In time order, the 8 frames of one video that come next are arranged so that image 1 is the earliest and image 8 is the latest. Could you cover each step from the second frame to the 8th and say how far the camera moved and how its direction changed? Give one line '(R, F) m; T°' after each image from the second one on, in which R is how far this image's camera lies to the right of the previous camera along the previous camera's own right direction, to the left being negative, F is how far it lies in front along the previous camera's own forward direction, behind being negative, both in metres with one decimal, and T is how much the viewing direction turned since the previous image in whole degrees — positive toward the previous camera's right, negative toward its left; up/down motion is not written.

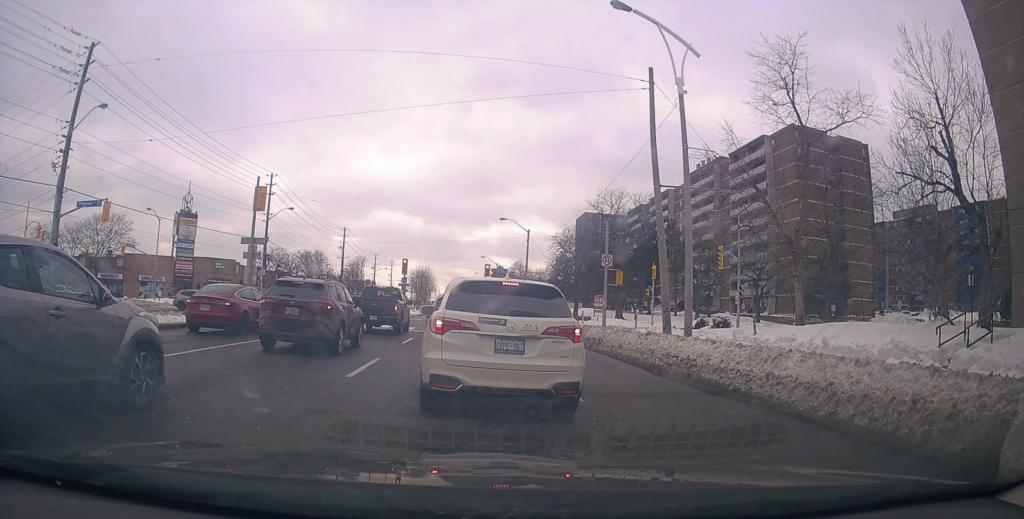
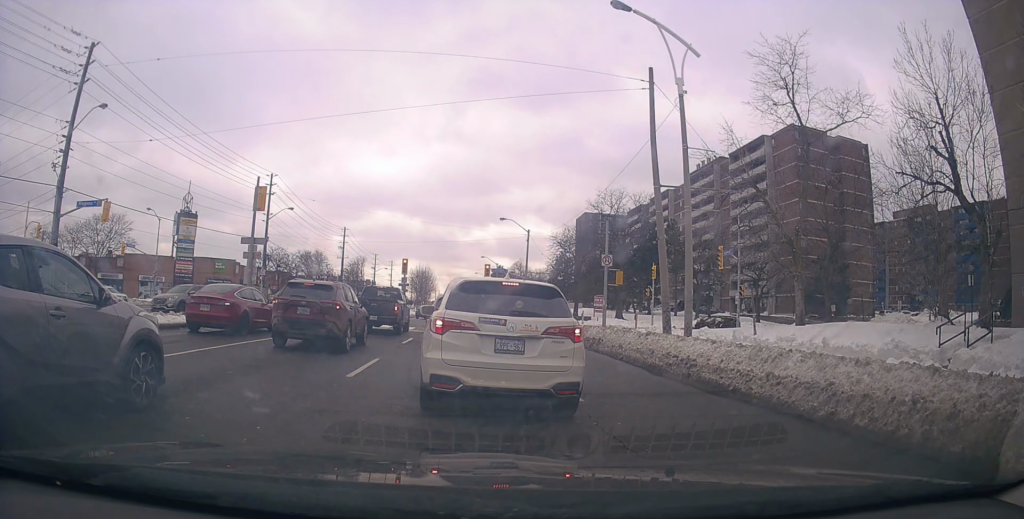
(0.0, 0.0) m; 0°
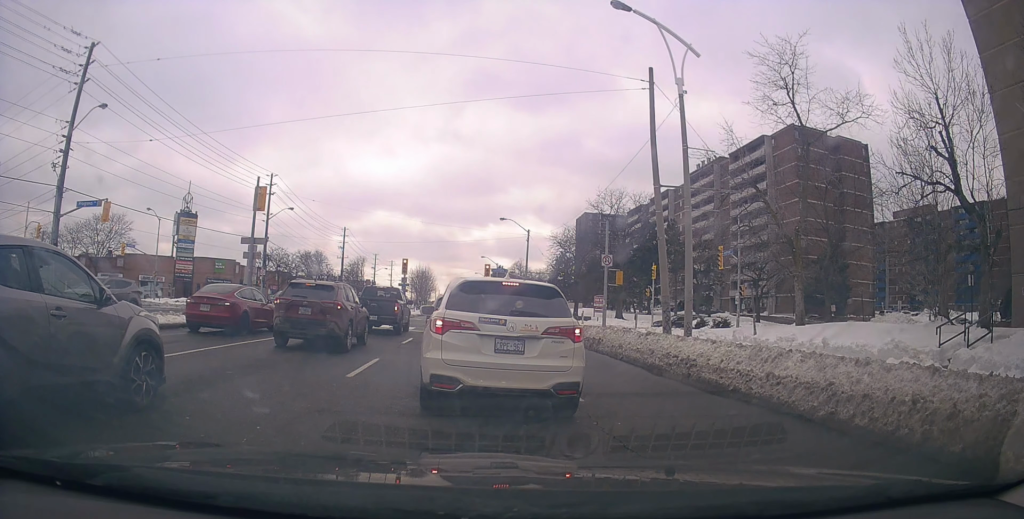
(0.0, 0.0) m; 0°
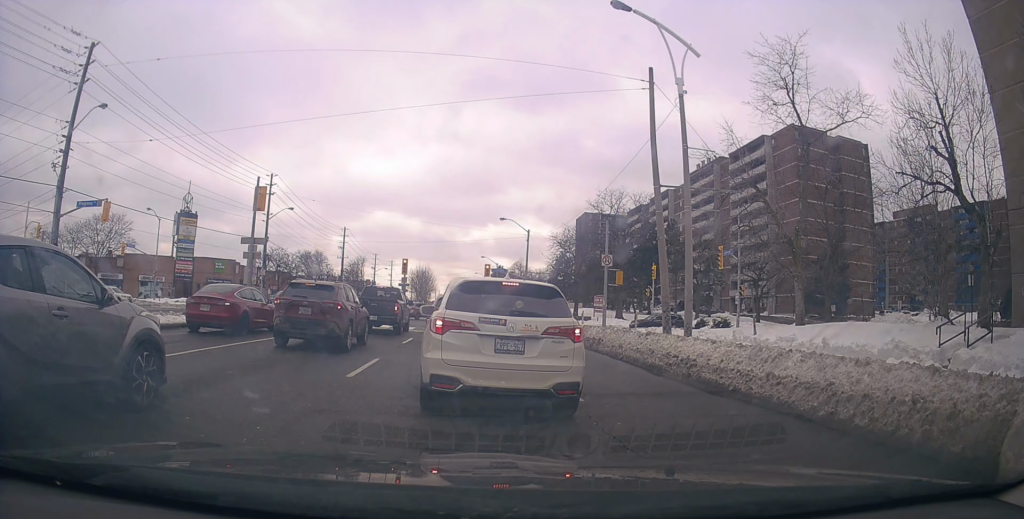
(0.0, 0.0) m; 0°
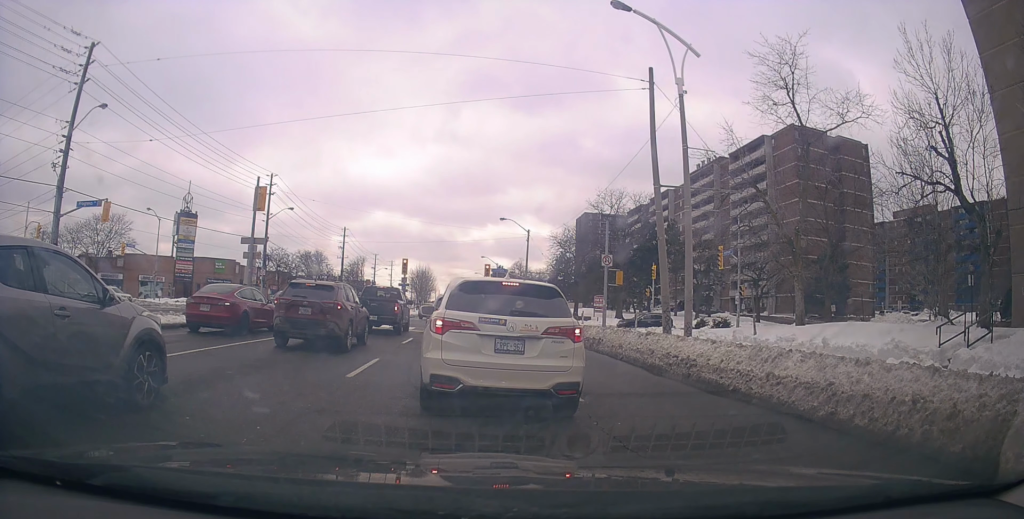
(0.0, 0.0) m; 0°
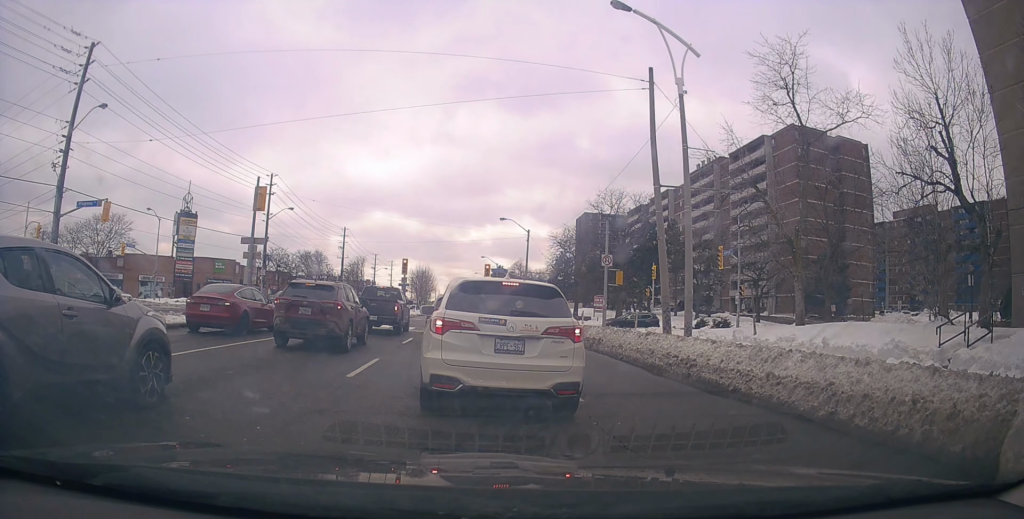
(0.0, 0.0) m; 0°
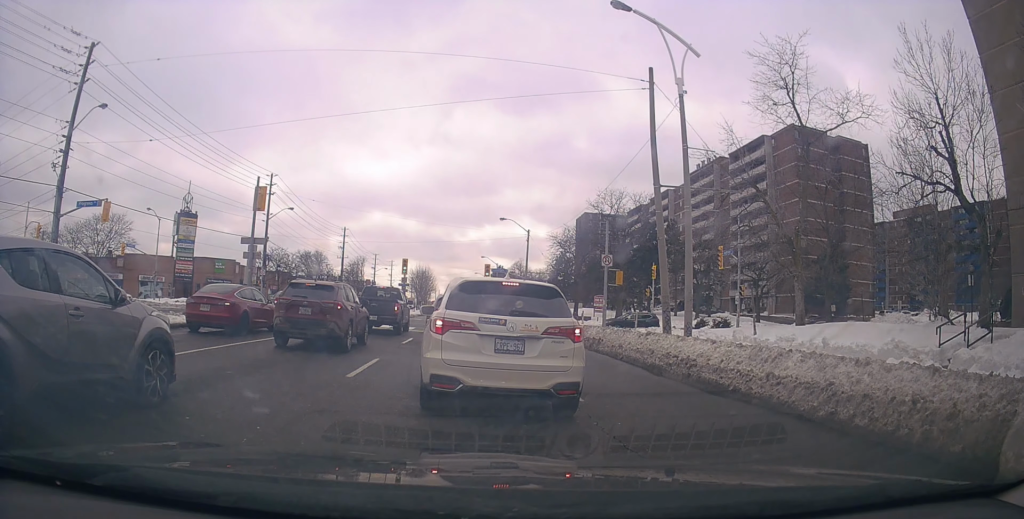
(0.0, 0.0) m; 0°
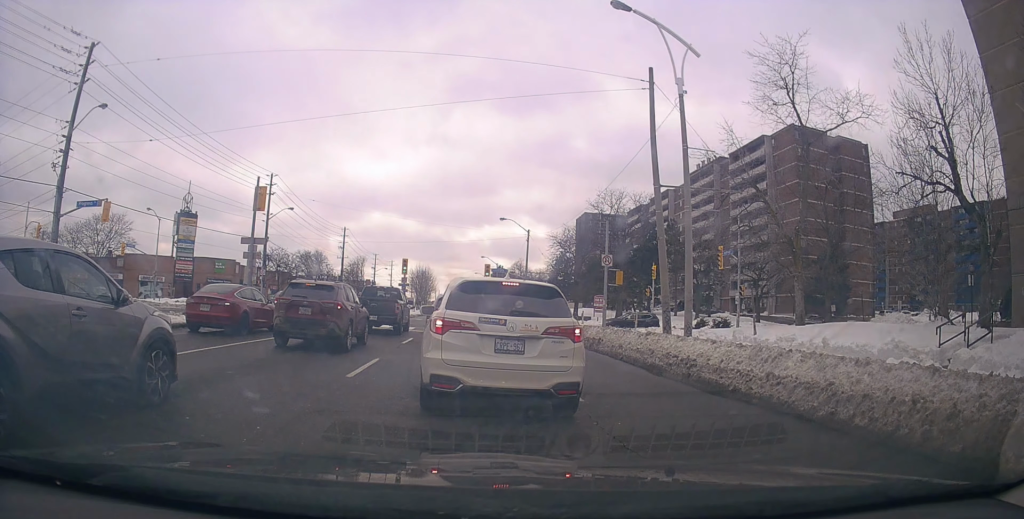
(0.0, 0.0) m; 0°
